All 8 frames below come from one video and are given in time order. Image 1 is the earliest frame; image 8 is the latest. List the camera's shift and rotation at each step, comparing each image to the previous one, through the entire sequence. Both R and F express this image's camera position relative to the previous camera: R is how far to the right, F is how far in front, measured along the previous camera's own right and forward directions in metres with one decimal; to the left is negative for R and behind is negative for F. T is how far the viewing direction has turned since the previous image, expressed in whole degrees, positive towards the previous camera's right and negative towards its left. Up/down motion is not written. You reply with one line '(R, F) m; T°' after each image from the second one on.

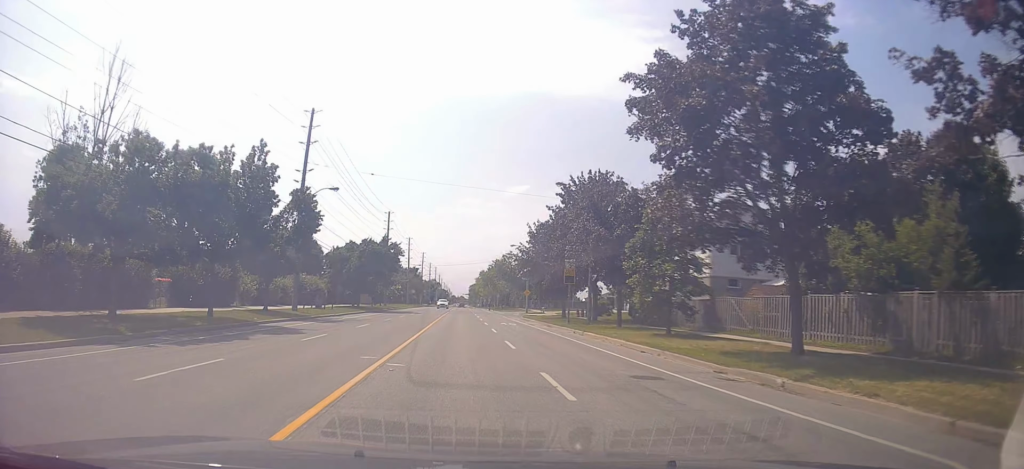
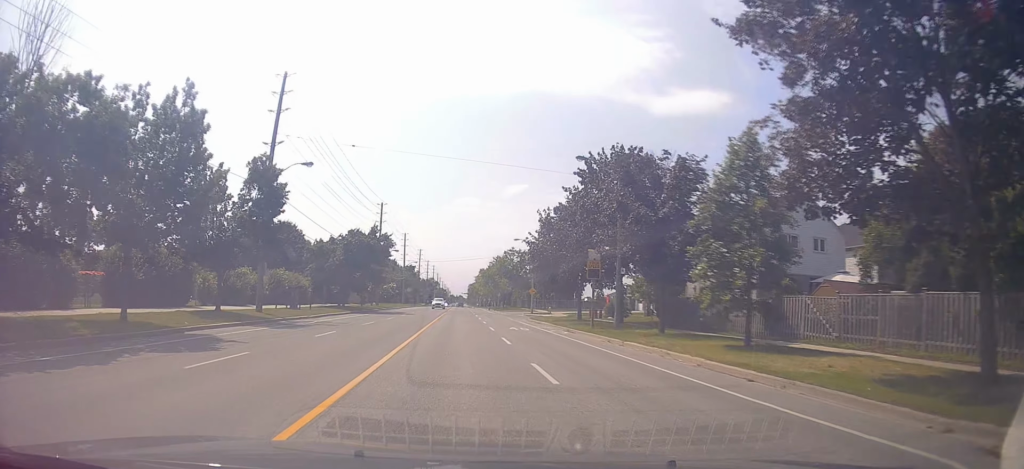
(+0.1, +7.0) m; 0°
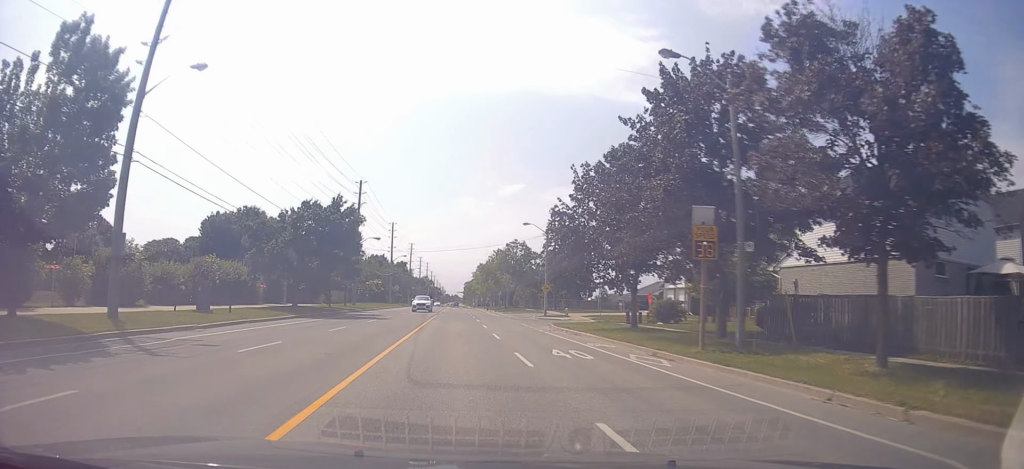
(-0.3, +15.1) m; -2°
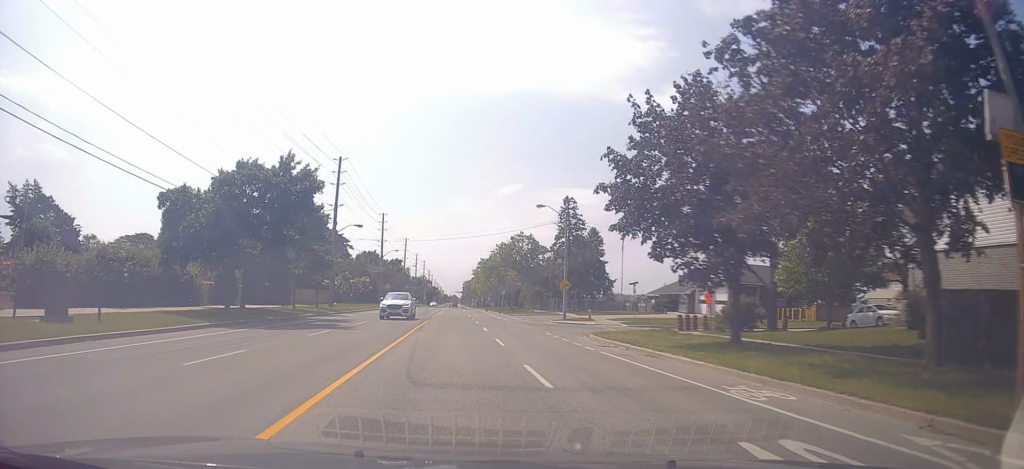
(+0.1, +11.8) m; +1°
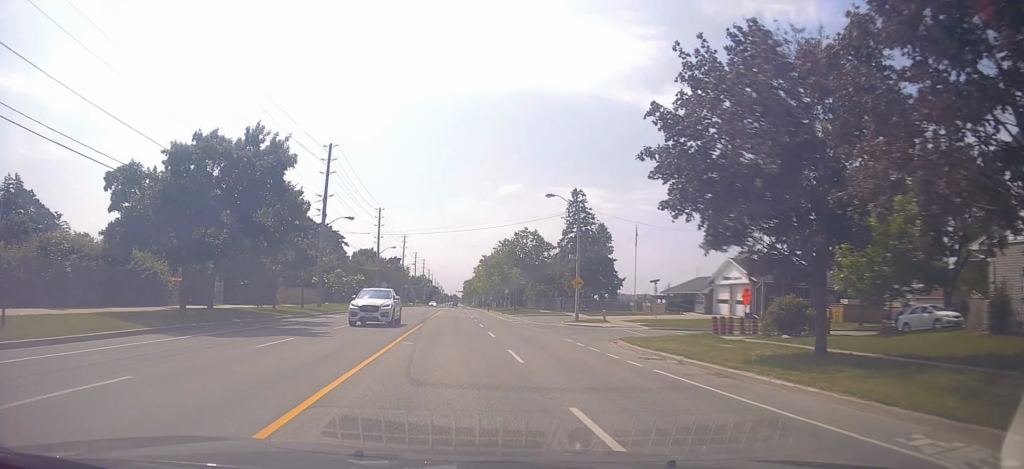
(+0.1, +5.2) m; +1°
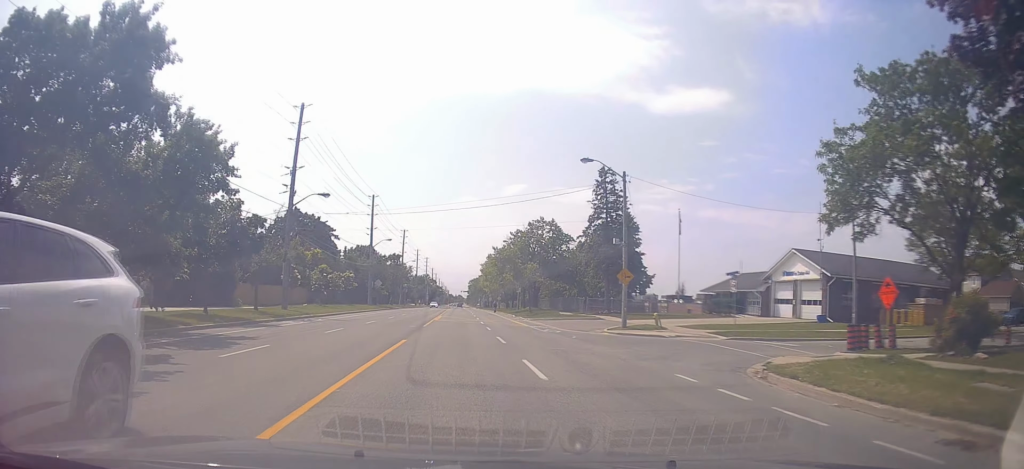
(-0.2, +11.6) m; -2°
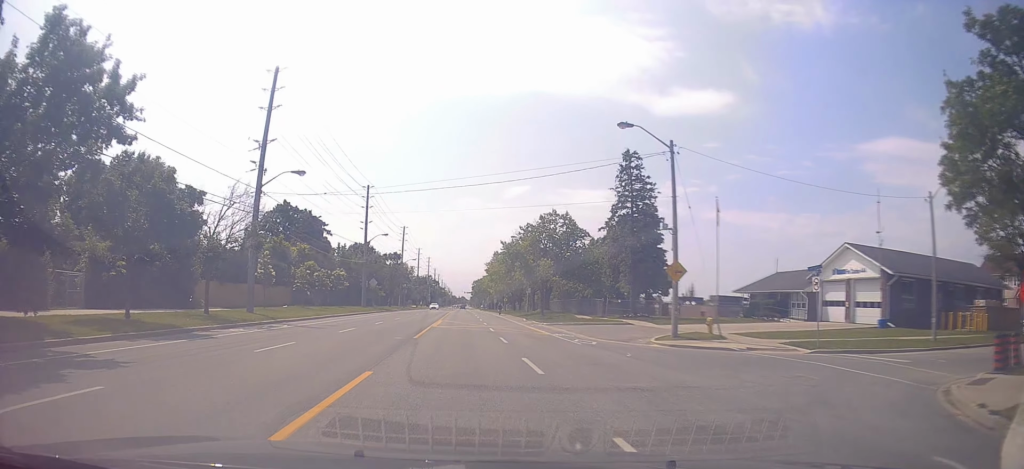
(-0.1, +7.3) m; 0°
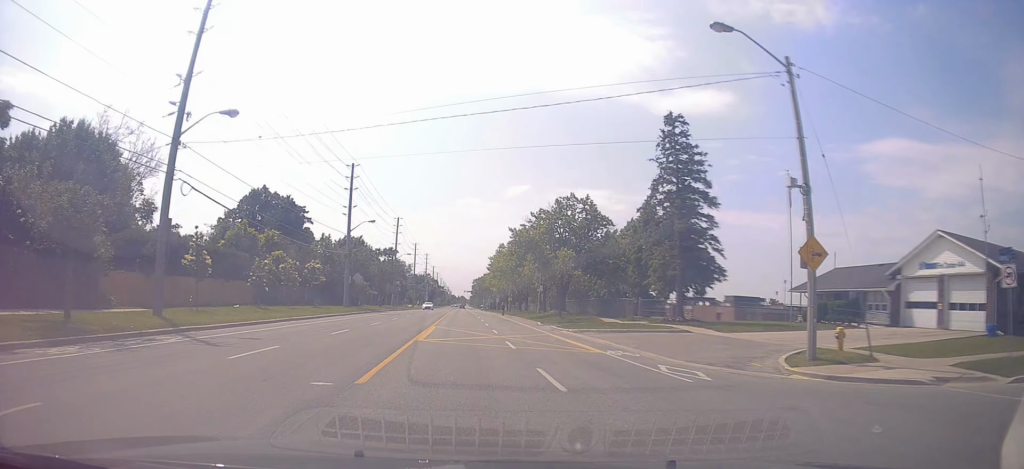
(+0.1, +10.5) m; +1°
